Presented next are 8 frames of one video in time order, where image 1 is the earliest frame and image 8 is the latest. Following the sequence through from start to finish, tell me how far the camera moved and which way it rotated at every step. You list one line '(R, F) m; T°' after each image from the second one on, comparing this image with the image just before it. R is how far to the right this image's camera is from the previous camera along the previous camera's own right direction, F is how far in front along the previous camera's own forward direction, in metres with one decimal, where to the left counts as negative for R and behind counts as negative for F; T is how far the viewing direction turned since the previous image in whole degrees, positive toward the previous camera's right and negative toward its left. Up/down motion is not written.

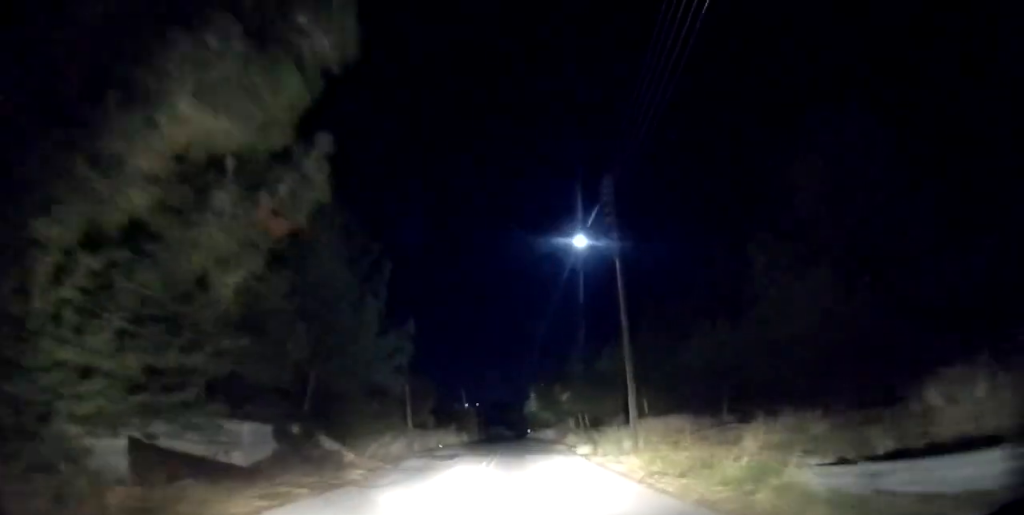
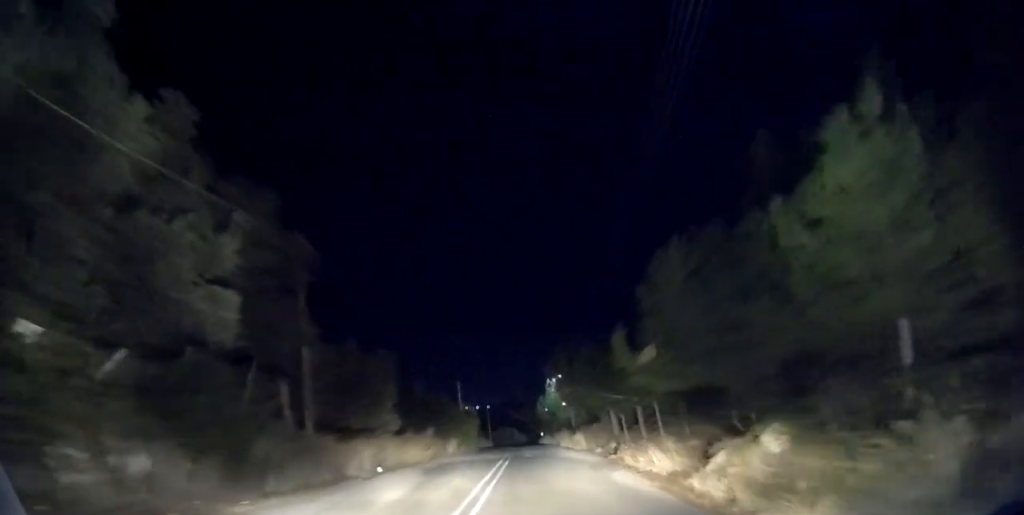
(-0.3, +15.0) m; -1°
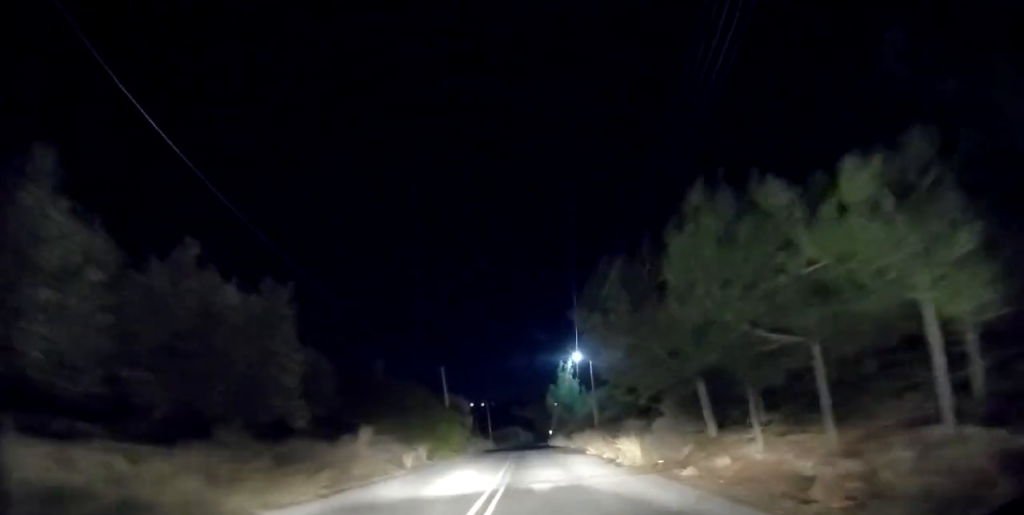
(+0.1, +12.2) m; +1°
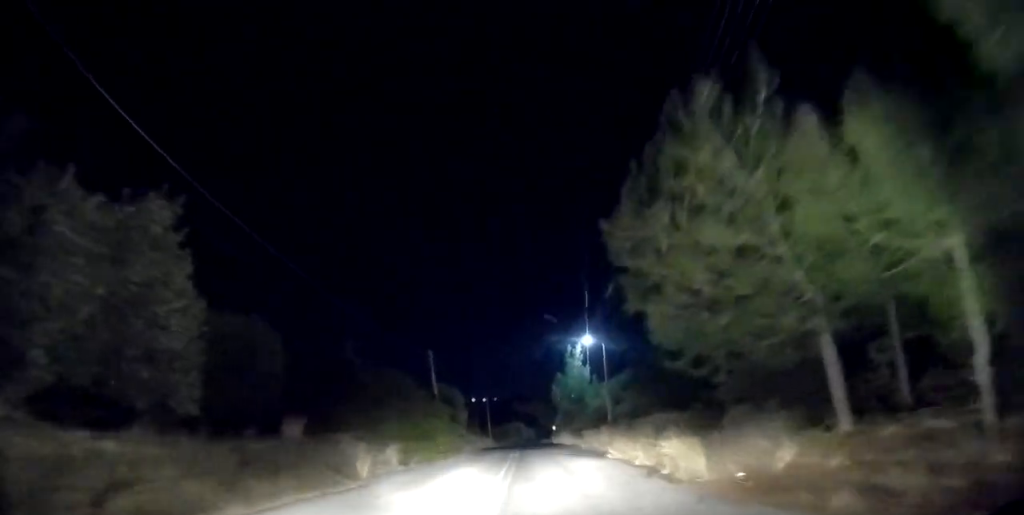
(+0.1, +5.6) m; 0°
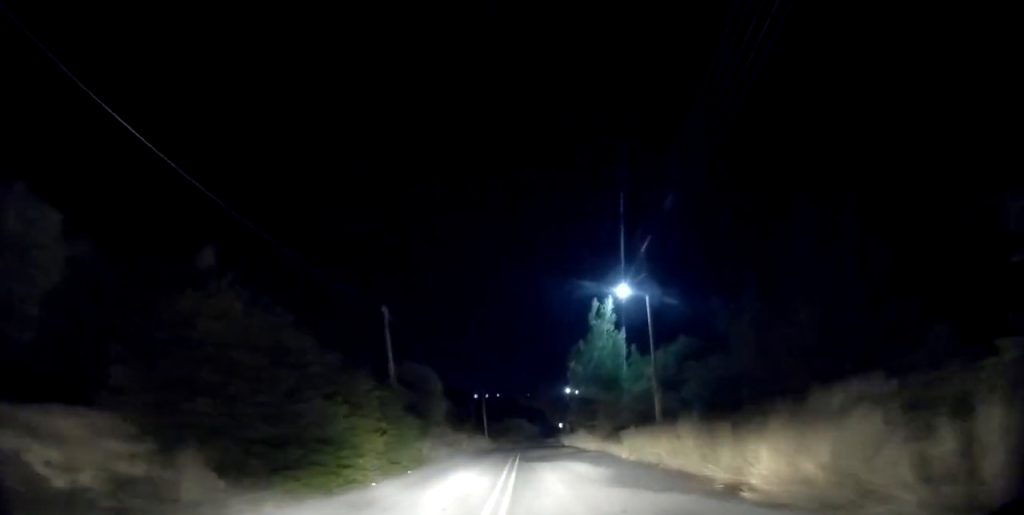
(-0.1, +11.2) m; -1°
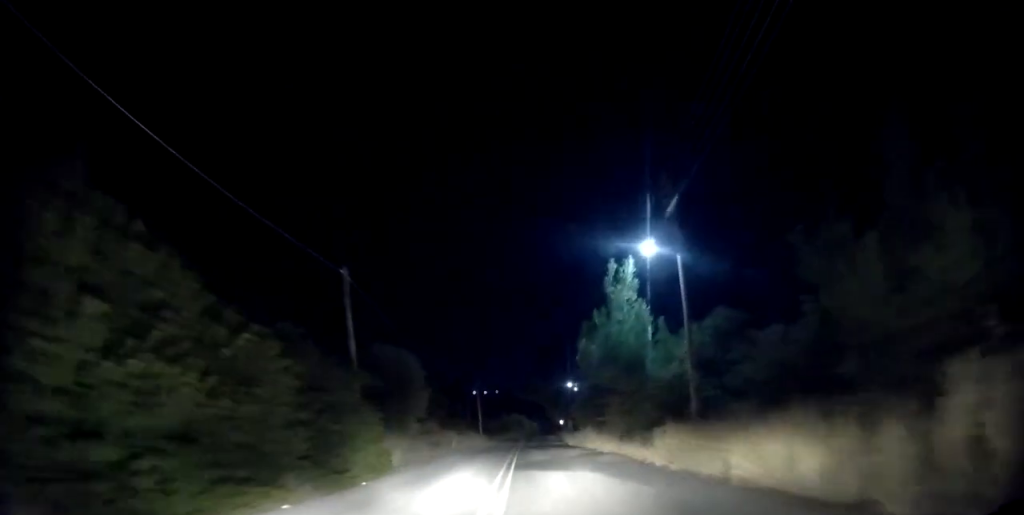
(0.0, +4.8) m; 0°
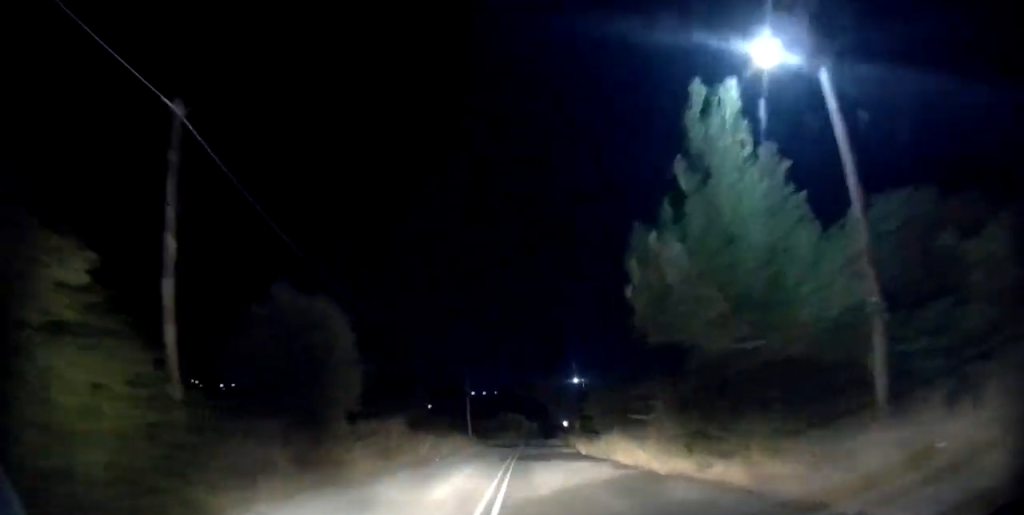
(-0.1, +9.4) m; 0°
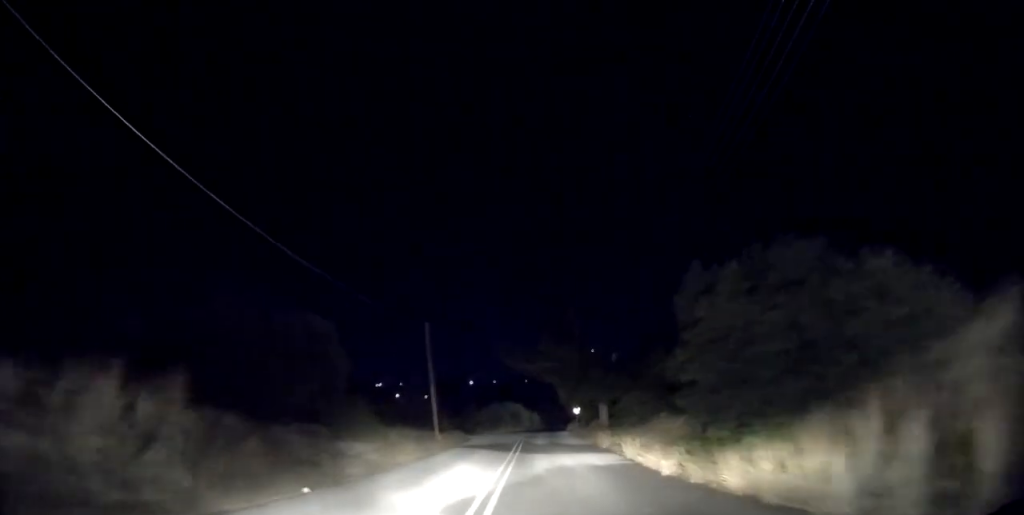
(+0.1, +15.9) m; 0°
